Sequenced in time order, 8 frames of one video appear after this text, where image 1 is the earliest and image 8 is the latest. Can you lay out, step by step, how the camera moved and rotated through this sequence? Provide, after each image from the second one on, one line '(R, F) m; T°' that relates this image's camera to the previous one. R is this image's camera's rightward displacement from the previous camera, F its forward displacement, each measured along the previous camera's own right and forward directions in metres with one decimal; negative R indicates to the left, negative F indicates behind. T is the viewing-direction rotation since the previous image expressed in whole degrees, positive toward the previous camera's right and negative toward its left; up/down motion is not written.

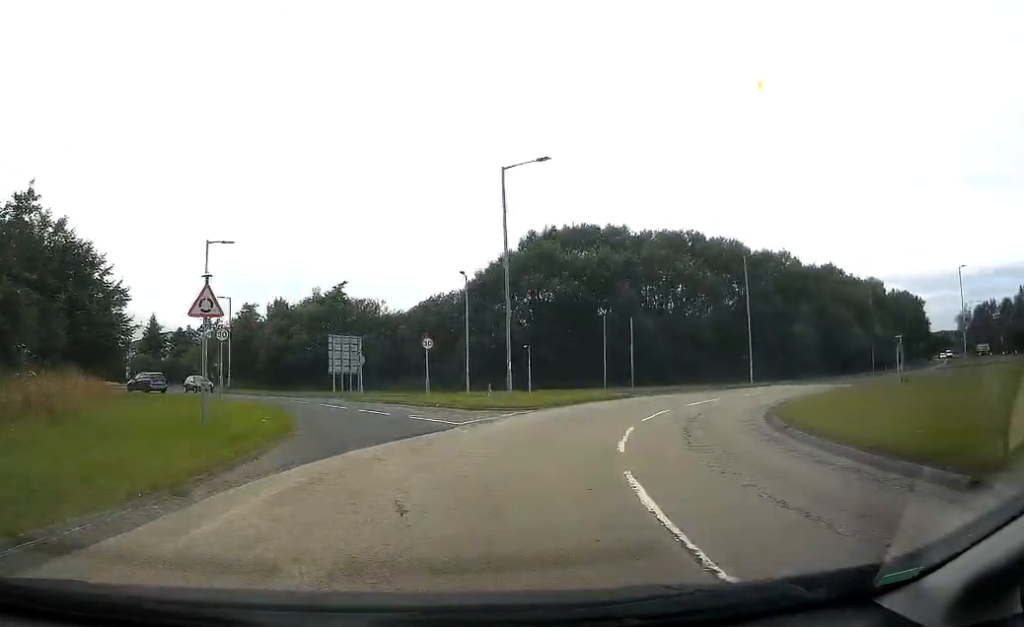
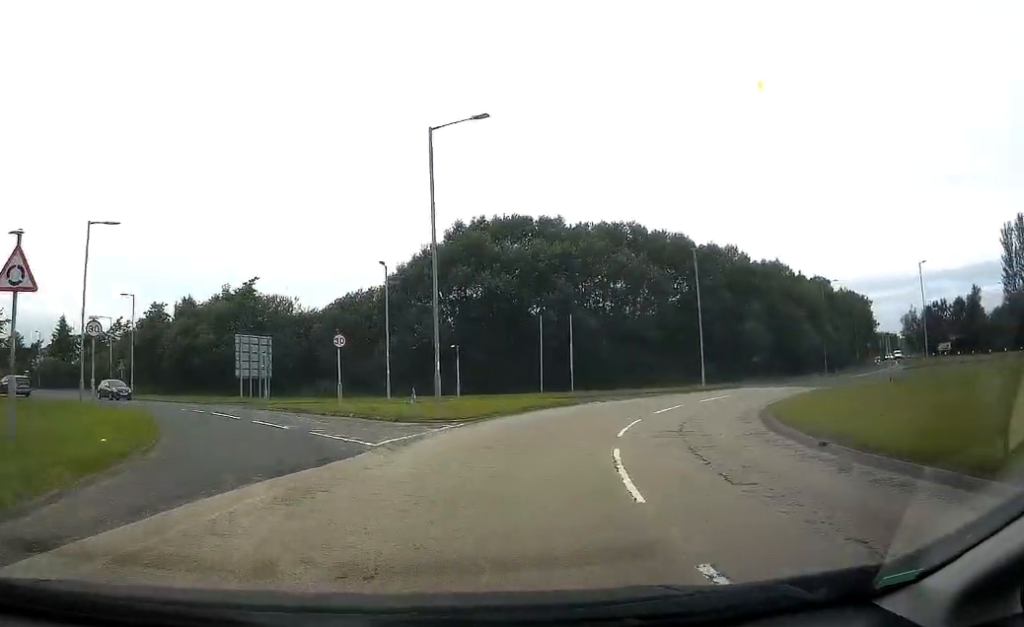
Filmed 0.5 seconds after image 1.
(+0.2, +5.6) m; +4°
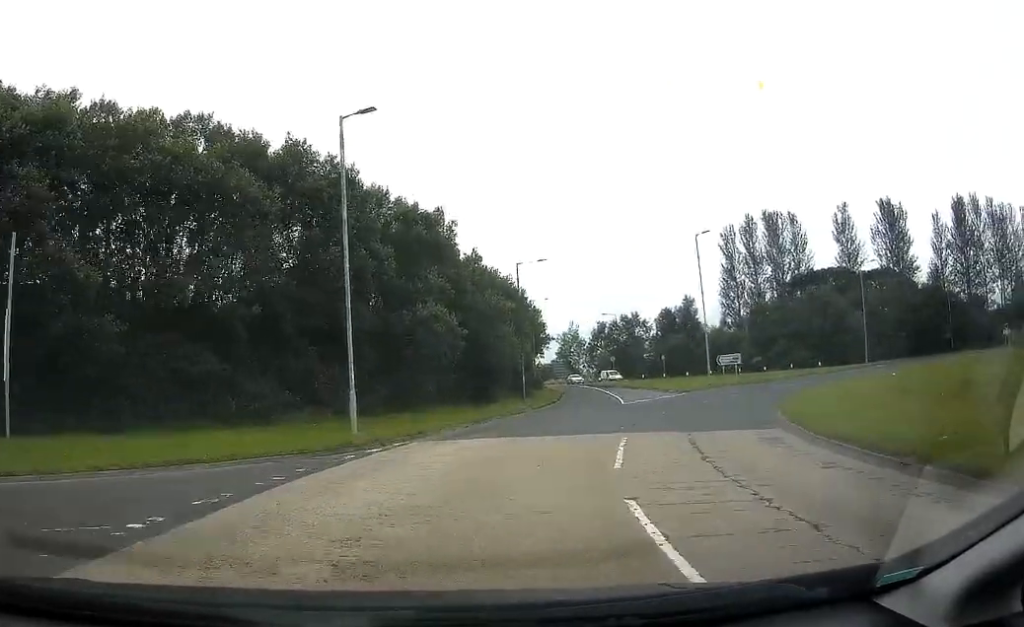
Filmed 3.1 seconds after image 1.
(+9.5, +29.3) m; +36°
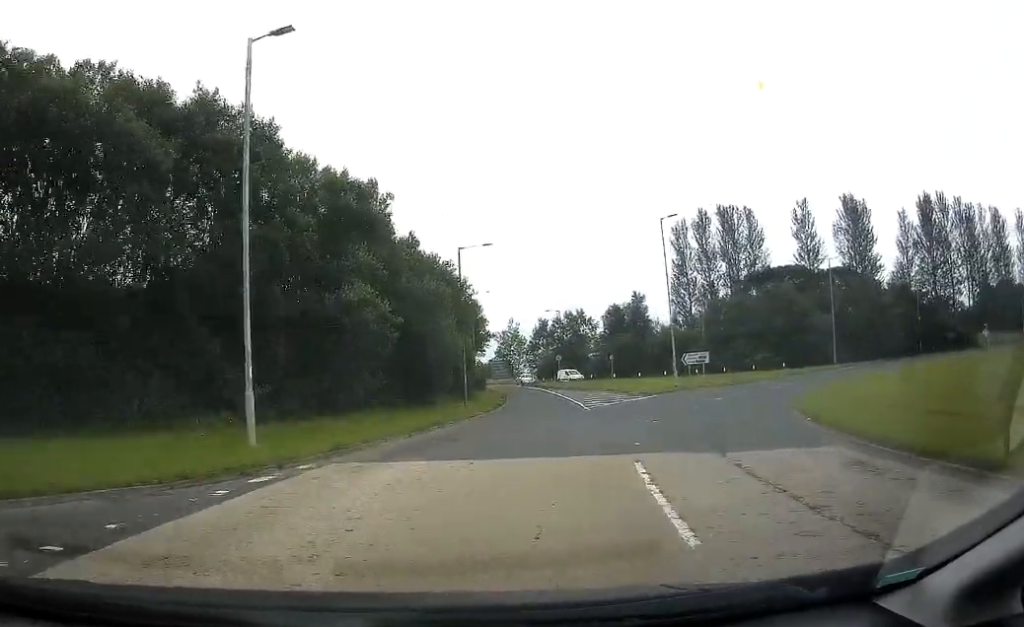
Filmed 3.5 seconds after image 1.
(+0.2, +5.2) m; +4°
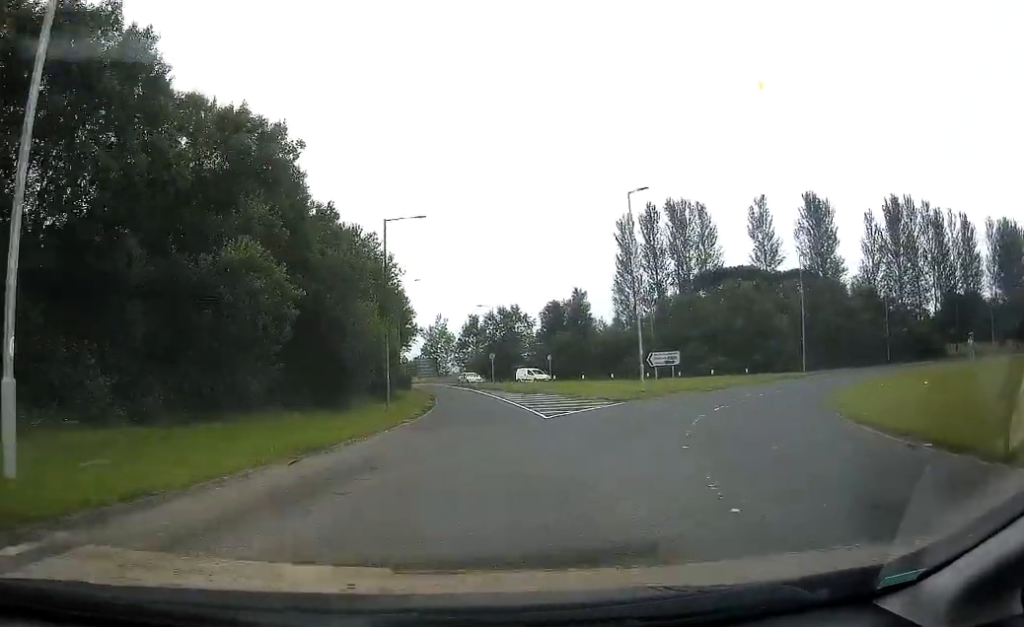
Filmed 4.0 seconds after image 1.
(-0.1, +6.9) m; +5°
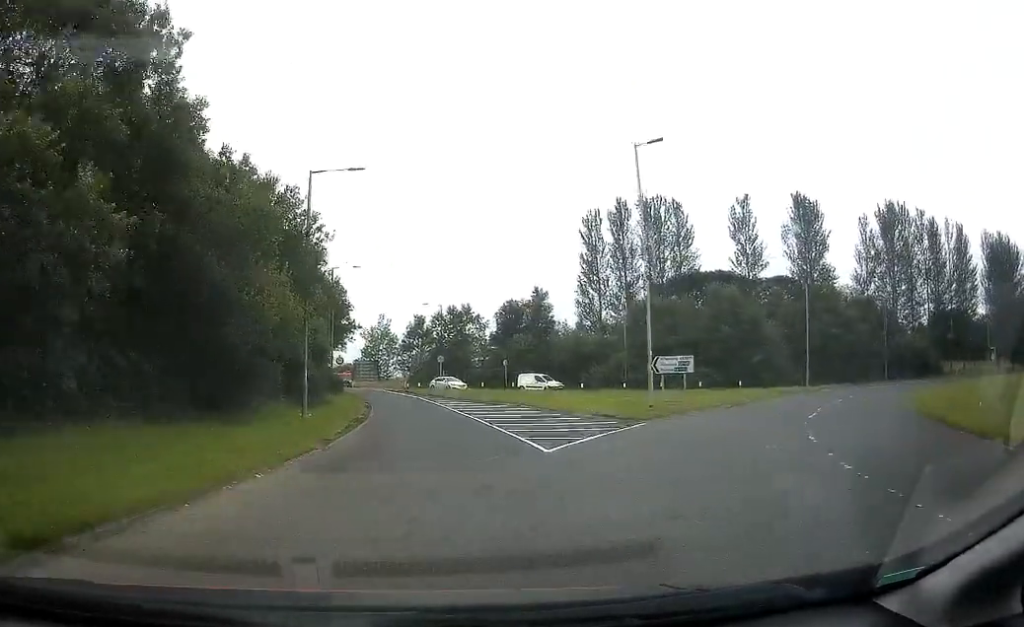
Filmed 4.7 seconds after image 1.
(+0.7, +9.0) m; +6°
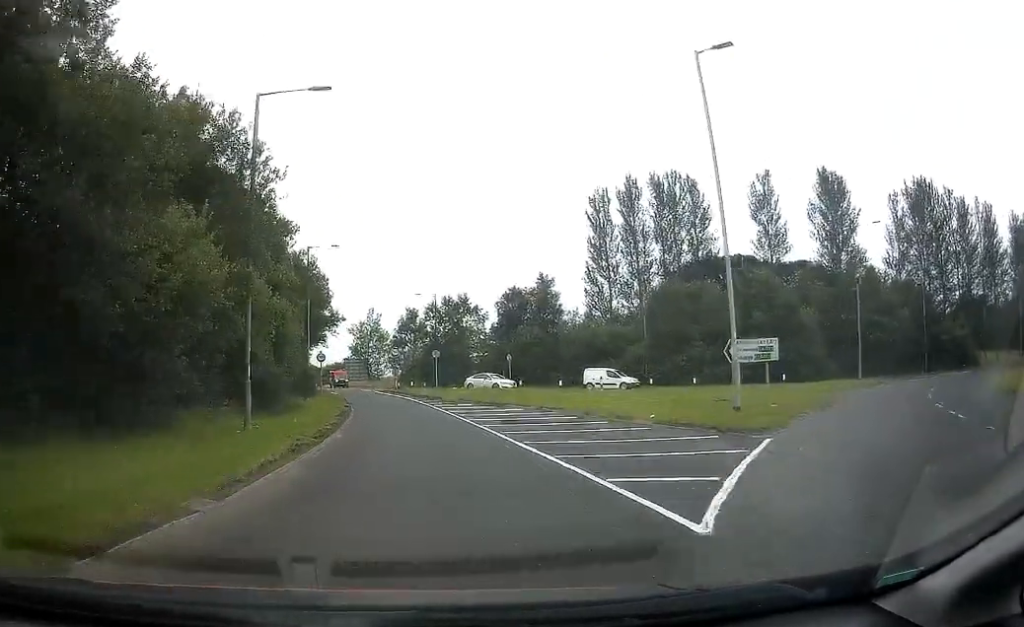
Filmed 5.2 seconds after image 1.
(+0.4, +6.9) m; +4°
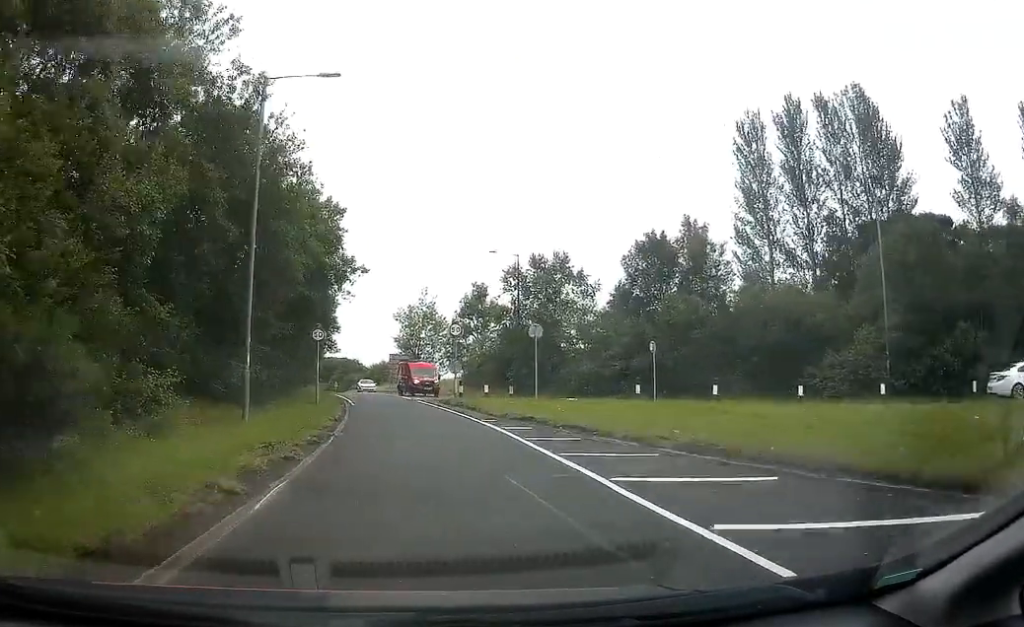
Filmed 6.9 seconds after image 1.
(-0.4, +27.2) m; -4°
